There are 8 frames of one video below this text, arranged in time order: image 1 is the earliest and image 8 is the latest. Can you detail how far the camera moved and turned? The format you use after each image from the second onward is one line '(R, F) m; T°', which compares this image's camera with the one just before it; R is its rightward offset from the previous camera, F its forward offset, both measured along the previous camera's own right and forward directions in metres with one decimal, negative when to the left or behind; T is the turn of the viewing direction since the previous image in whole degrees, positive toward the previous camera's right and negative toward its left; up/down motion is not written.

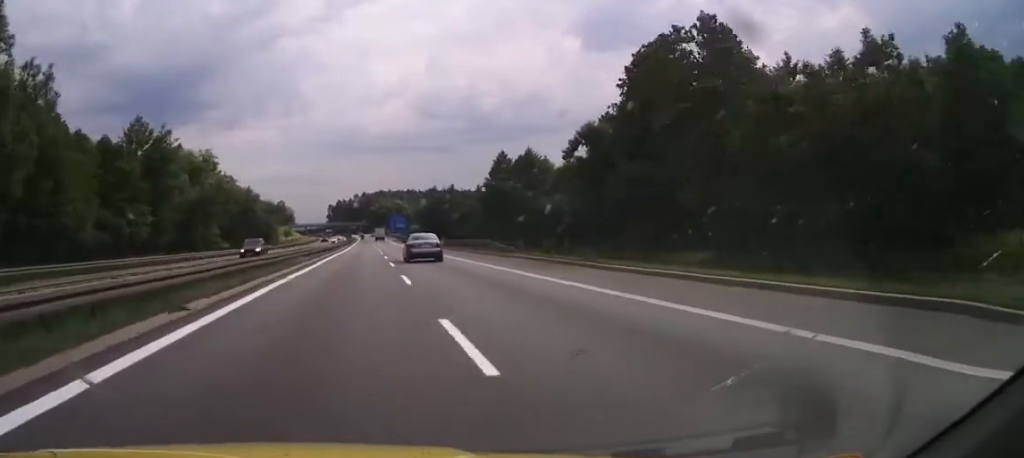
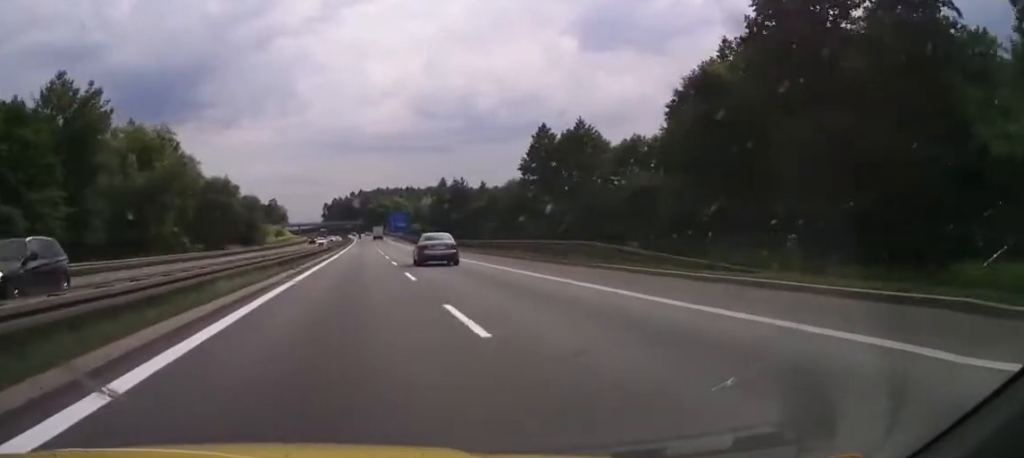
(0.0, +20.5) m; 0°
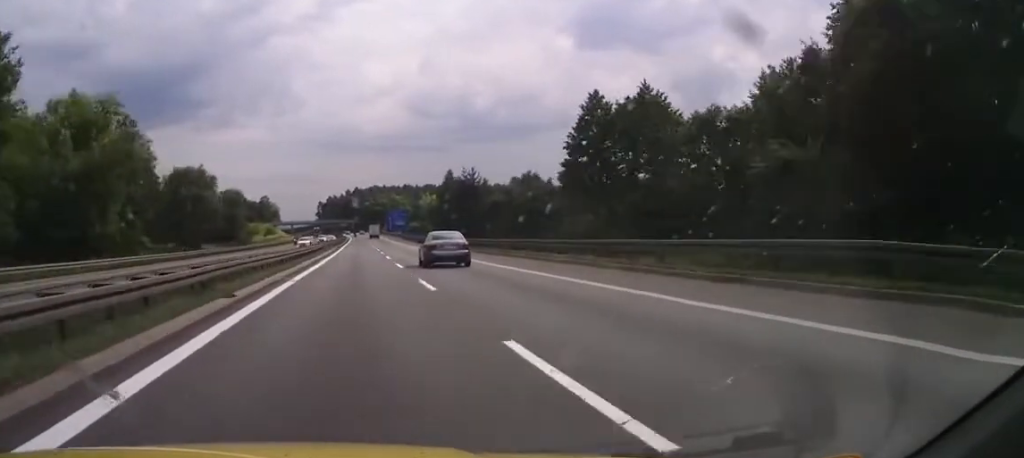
(0.0, +16.1) m; 0°
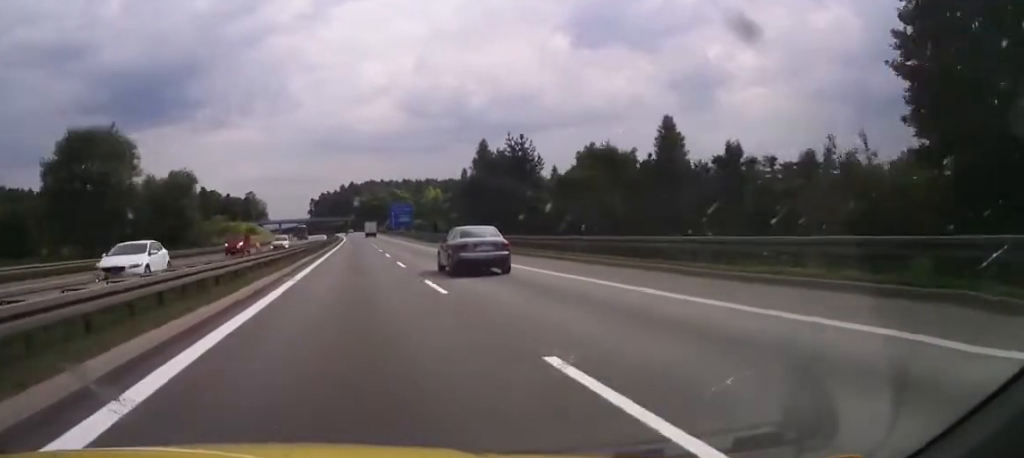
(-0.1, +37.1) m; 0°
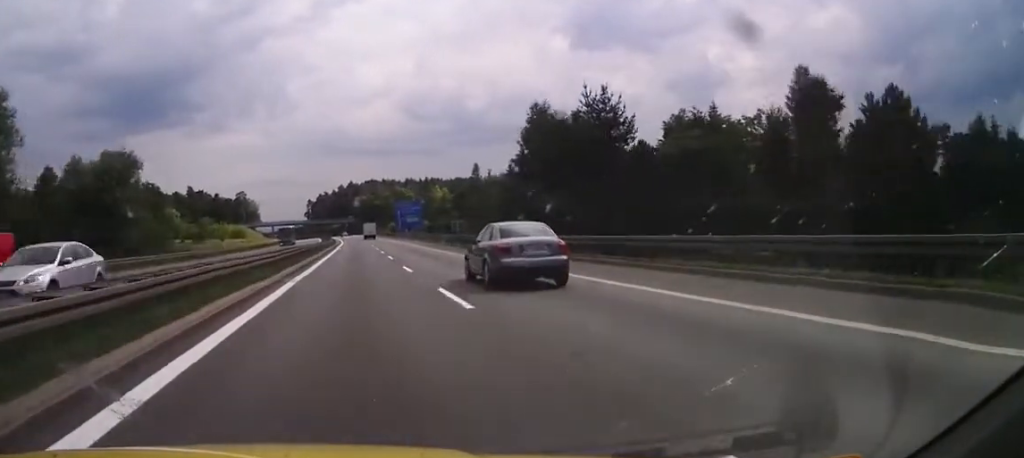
(-0.1, +27.9) m; 0°
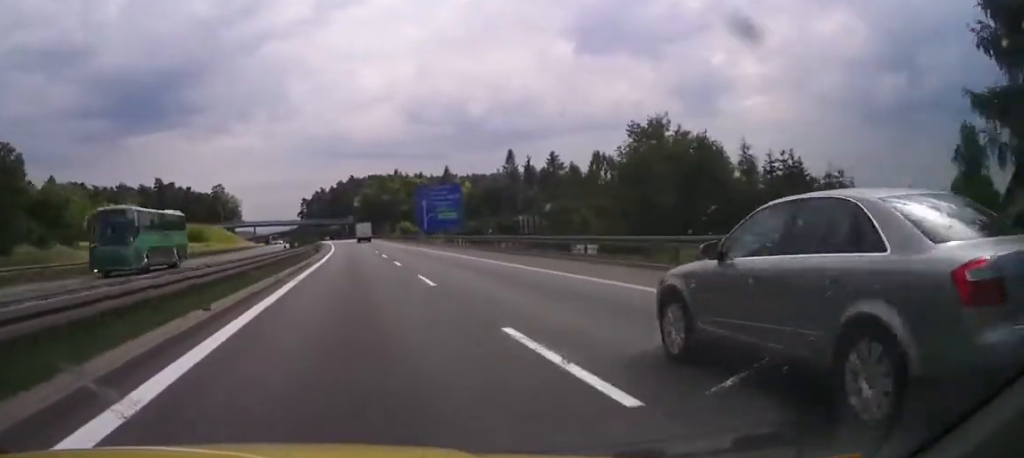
(+0.5, +58.0) m; +1°
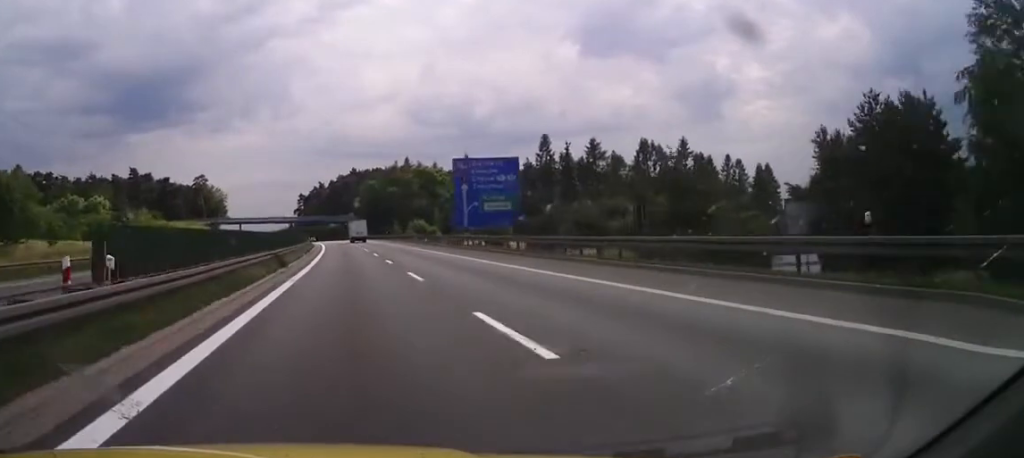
(+0.2, +38.6) m; 0°
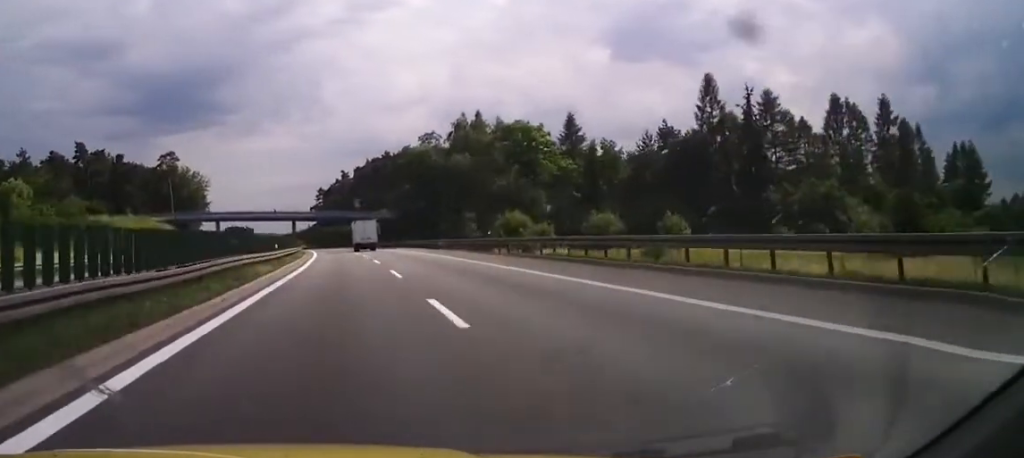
(-0.5, +80.2) m; -1°
